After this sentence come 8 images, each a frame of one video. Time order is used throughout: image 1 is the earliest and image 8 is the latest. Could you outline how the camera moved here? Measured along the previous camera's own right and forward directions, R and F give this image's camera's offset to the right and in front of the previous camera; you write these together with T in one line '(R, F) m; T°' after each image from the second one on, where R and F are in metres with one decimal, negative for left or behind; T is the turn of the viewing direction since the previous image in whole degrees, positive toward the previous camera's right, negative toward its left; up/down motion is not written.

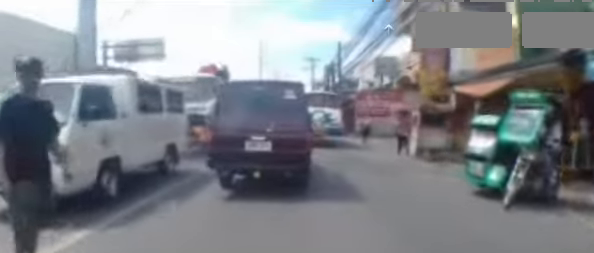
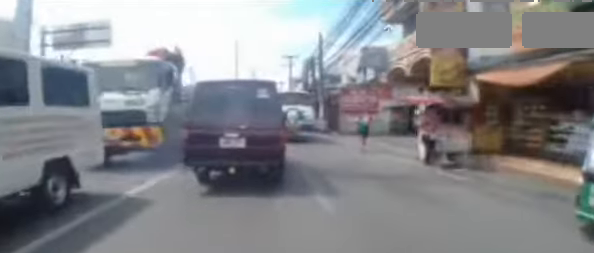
(-0.1, +2.7) m; -1°
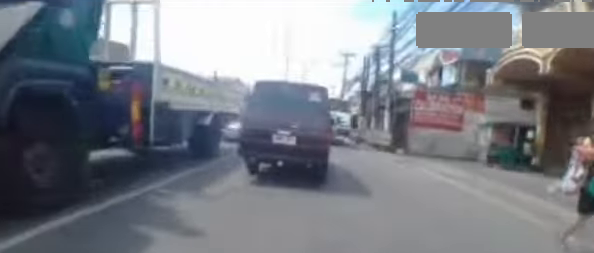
(0.0, +5.7) m; -2°
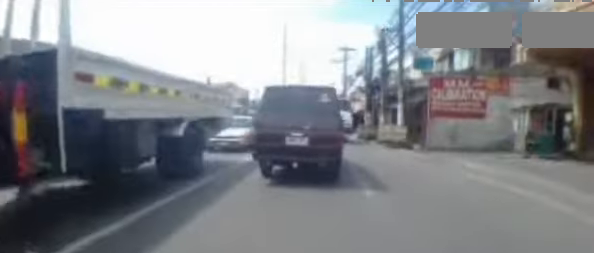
(-0.1, +2.0) m; -2°
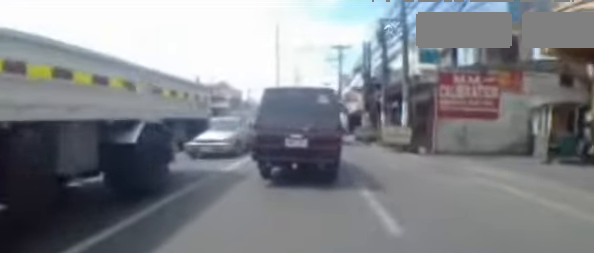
(0.0, +1.6) m; +1°
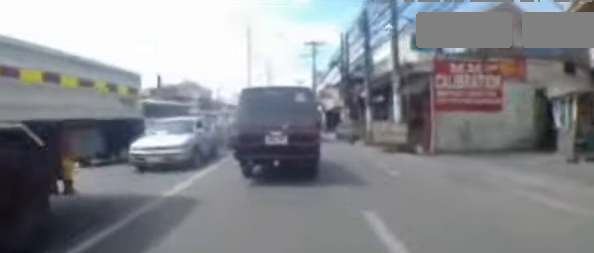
(0.0, +2.1) m; +1°
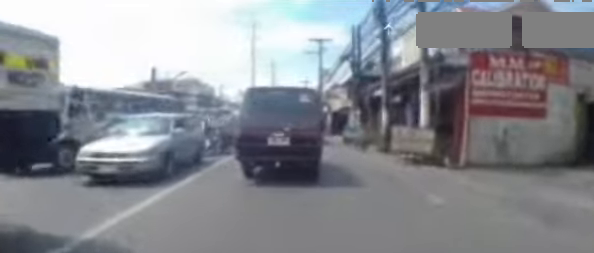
(+0.1, +2.2) m; -1°
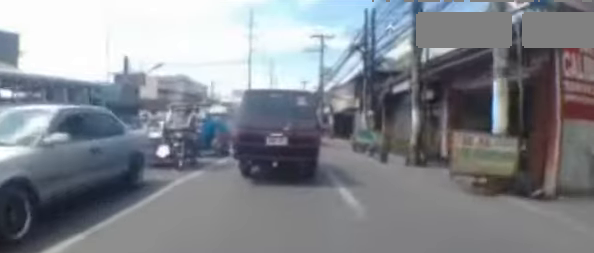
(0.0, +3.9) m; -2°
